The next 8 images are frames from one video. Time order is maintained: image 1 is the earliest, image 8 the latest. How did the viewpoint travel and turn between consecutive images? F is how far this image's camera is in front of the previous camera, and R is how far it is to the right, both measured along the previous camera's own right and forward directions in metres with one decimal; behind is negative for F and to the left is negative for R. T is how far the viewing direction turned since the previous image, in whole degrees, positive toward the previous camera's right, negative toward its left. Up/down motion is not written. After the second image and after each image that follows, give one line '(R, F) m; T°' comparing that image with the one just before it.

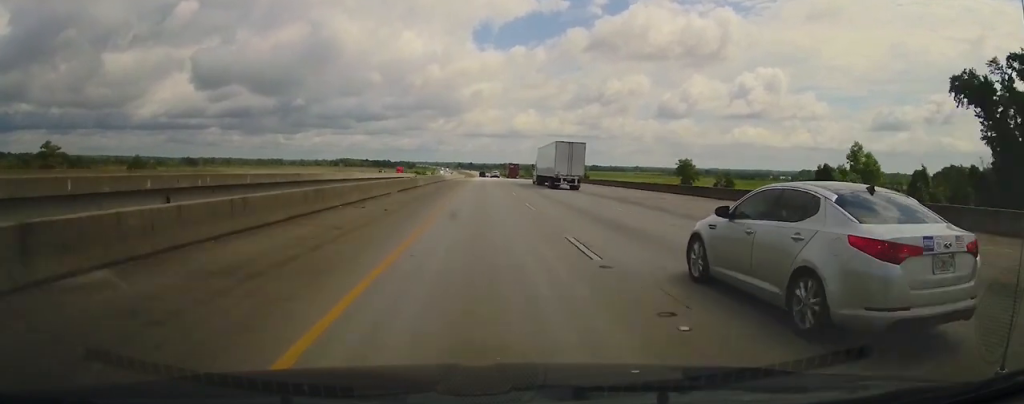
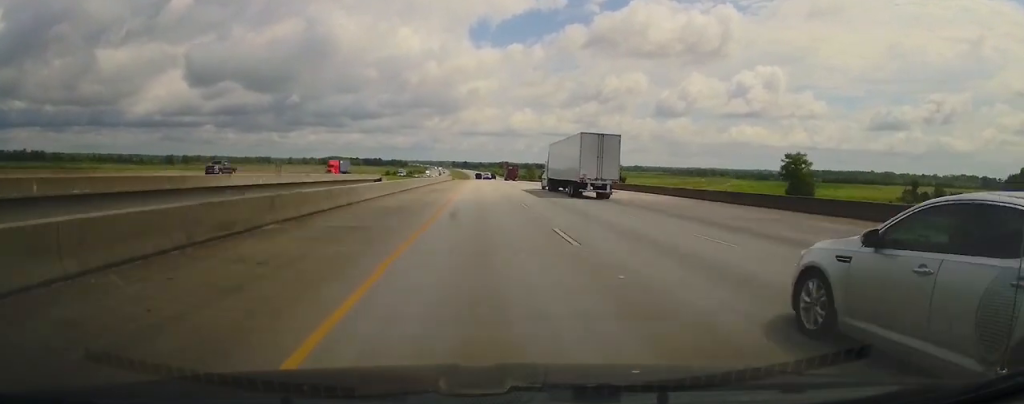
(+0.2, +58.6) m; 0°
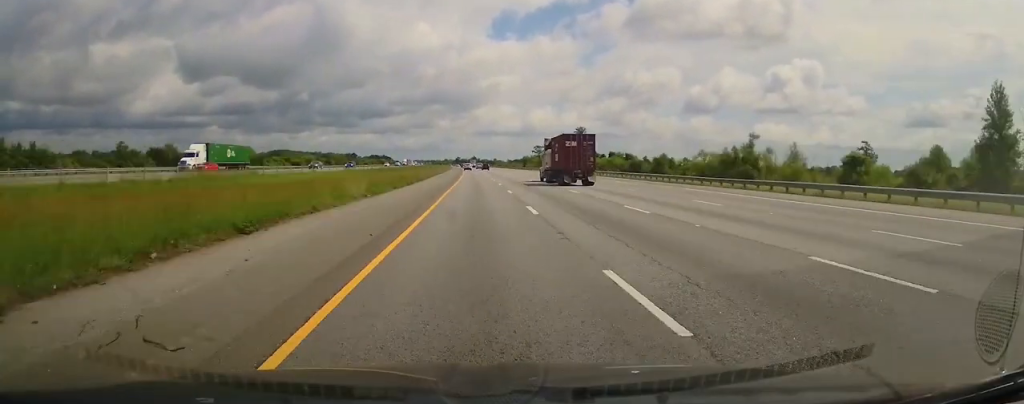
(-5.2, +426.3) m; -3°
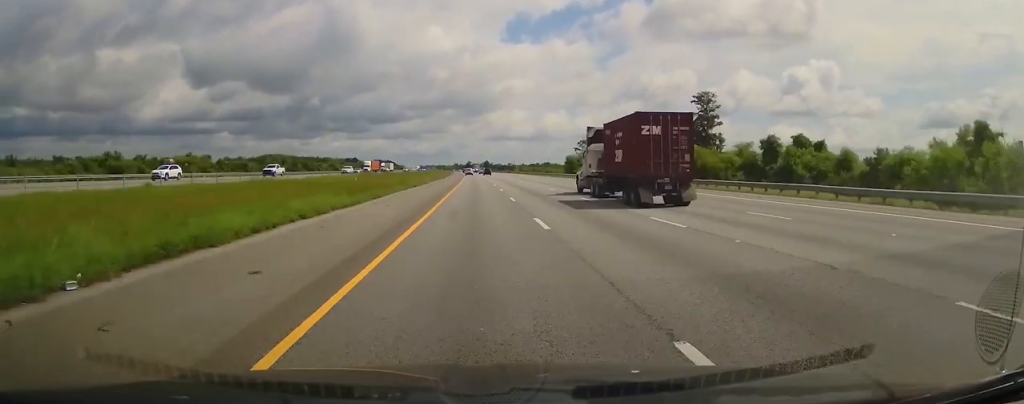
(-0.2, +90.5) m; -1°
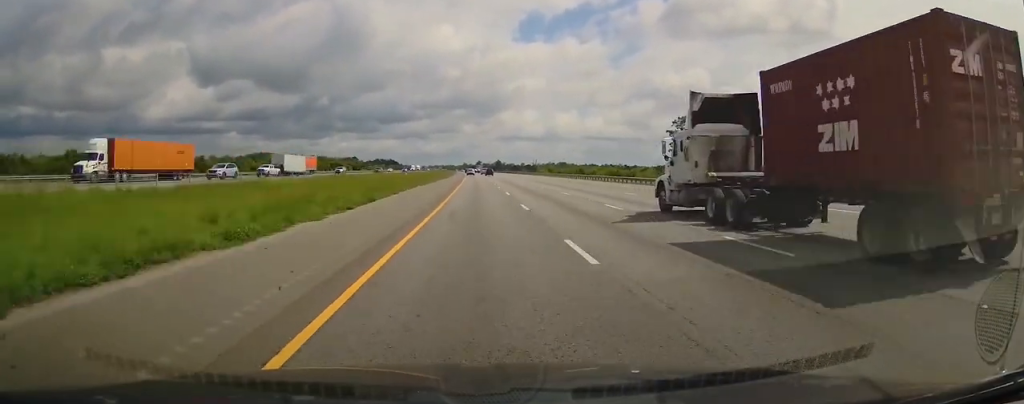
(-0.9, +80.4) m; -1°
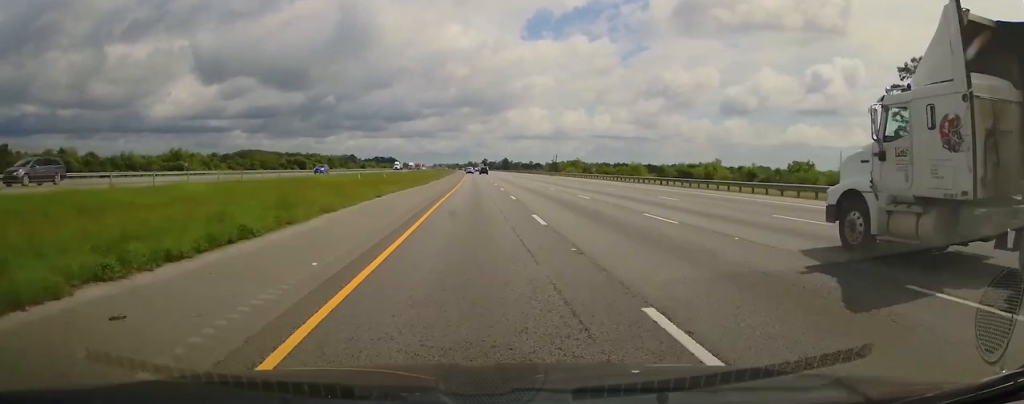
(-0.3, +56.7) m; -1°
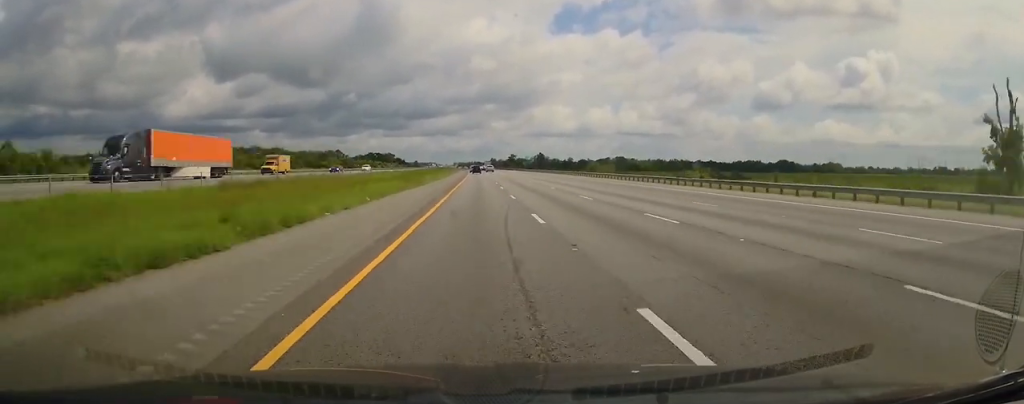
(-4.2, +200.9) m; -2°
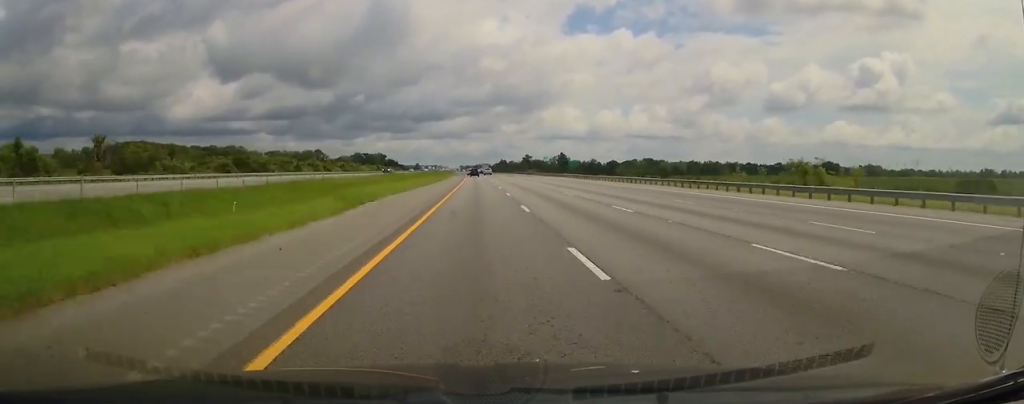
(-0.5, +111.2) m; 0°
